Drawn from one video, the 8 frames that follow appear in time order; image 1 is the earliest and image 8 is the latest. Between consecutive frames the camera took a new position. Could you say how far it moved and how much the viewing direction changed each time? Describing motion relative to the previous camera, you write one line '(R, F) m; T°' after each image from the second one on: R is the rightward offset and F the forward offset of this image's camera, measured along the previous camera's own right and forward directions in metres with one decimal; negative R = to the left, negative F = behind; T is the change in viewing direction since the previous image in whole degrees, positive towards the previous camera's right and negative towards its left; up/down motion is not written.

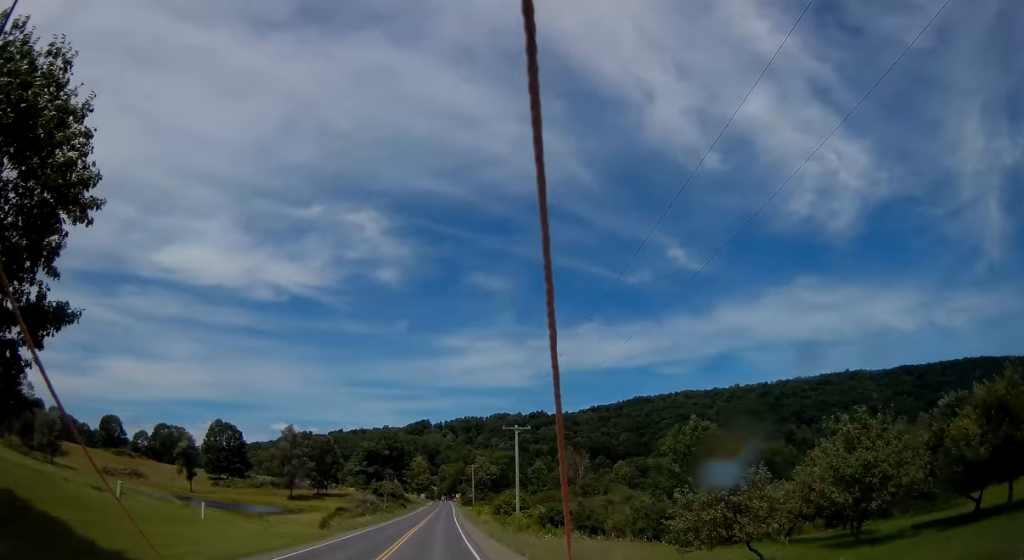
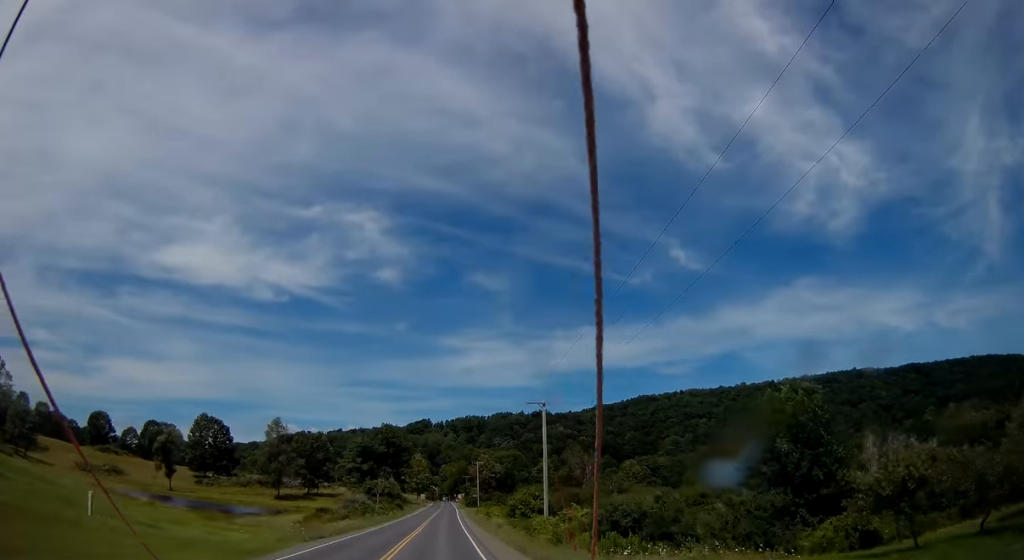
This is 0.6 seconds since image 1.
(-0.1, +13.4) m; 0°
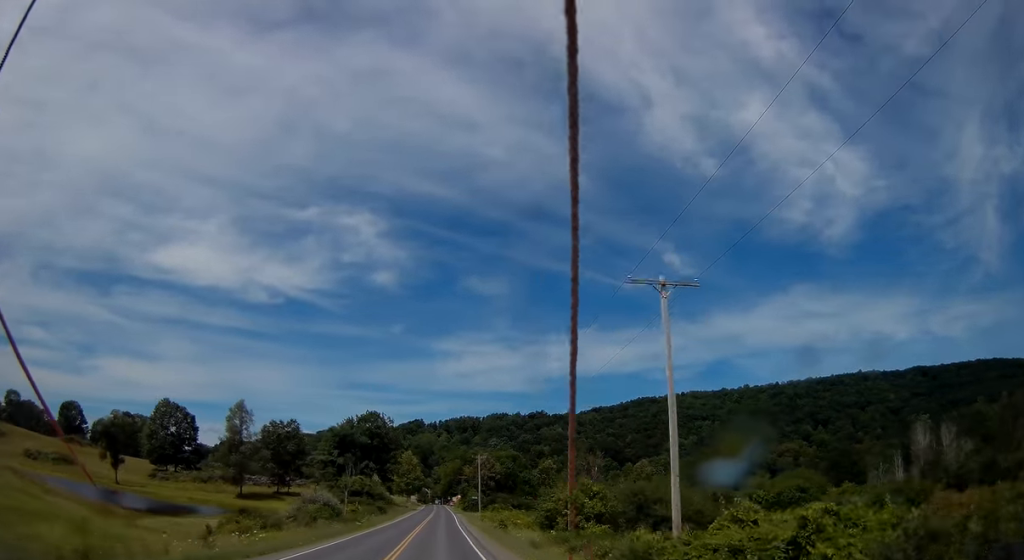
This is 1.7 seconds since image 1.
(0.0, +23.3) m; 0°
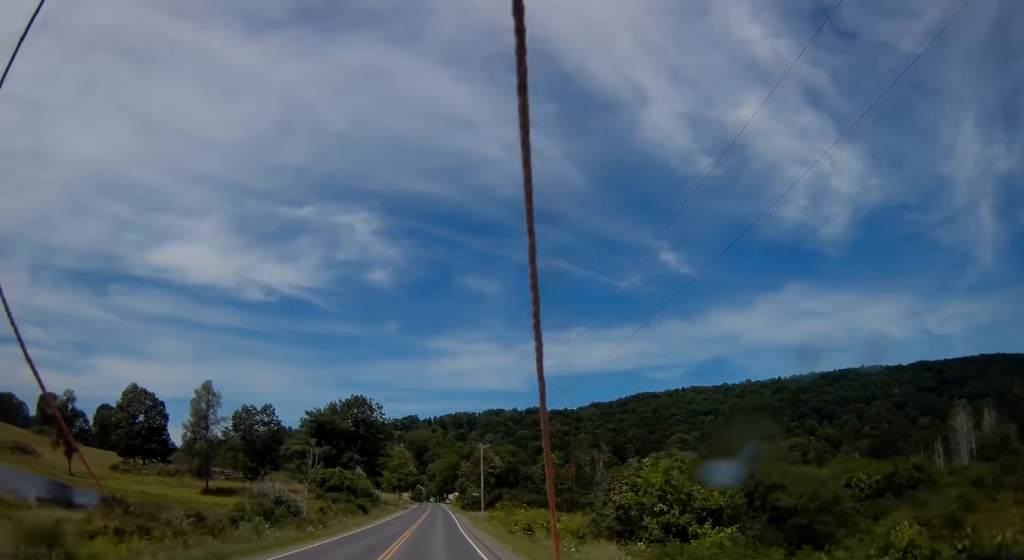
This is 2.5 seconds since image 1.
(0.0, +16.1) m; 0°
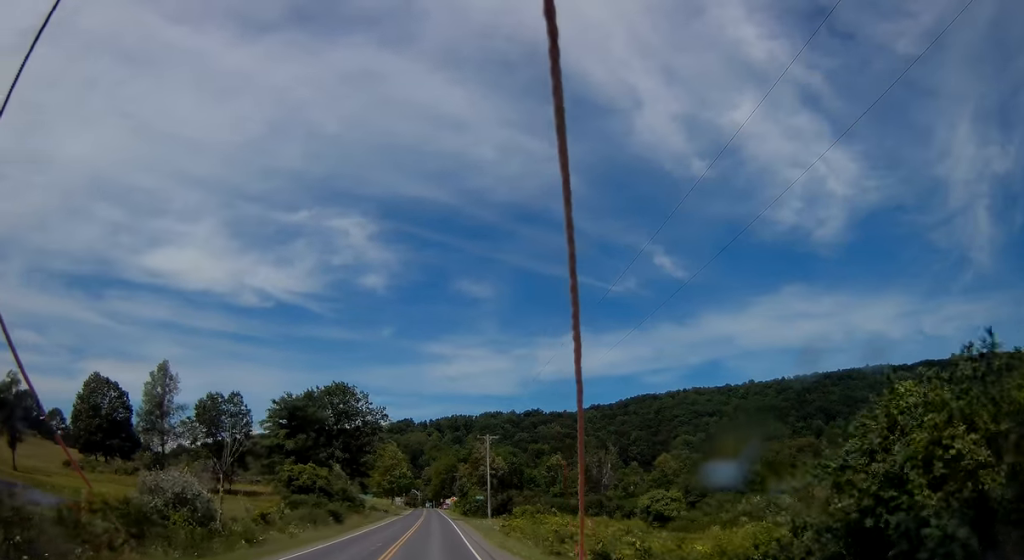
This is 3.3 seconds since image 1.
(0.0, +16.6) m; 0°
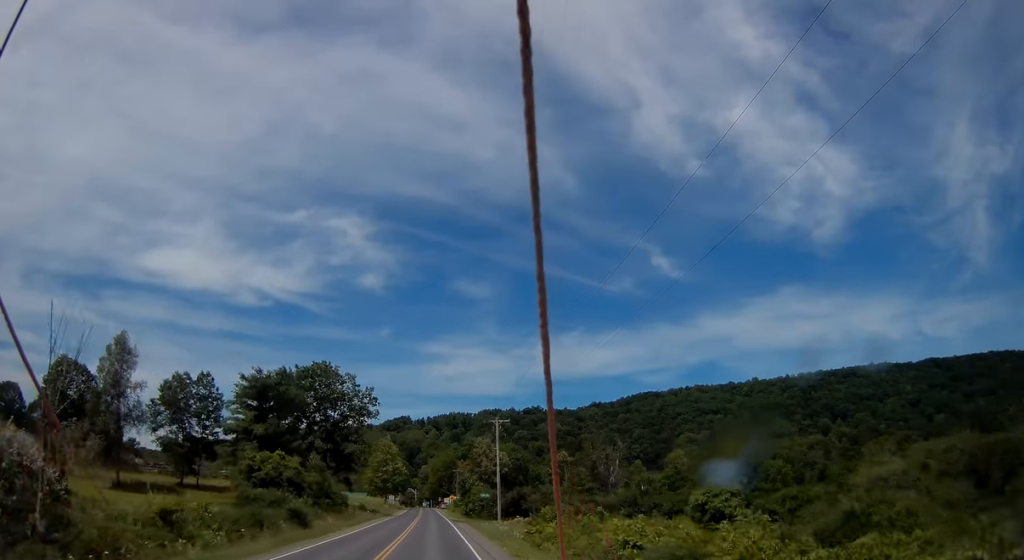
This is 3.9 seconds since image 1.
(0.0, +13.0) m; 0°
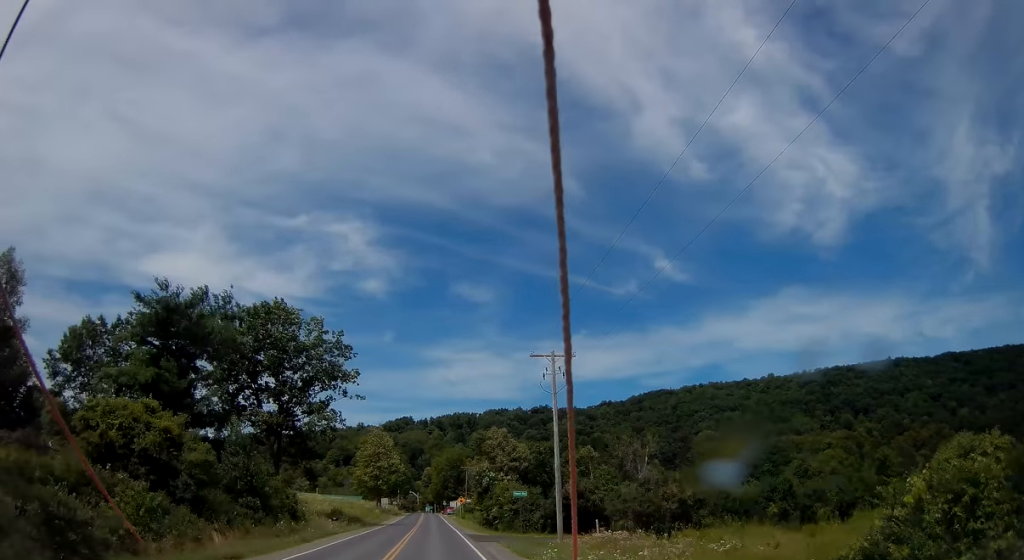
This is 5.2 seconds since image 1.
(+0.1, +26.3) m; 0°
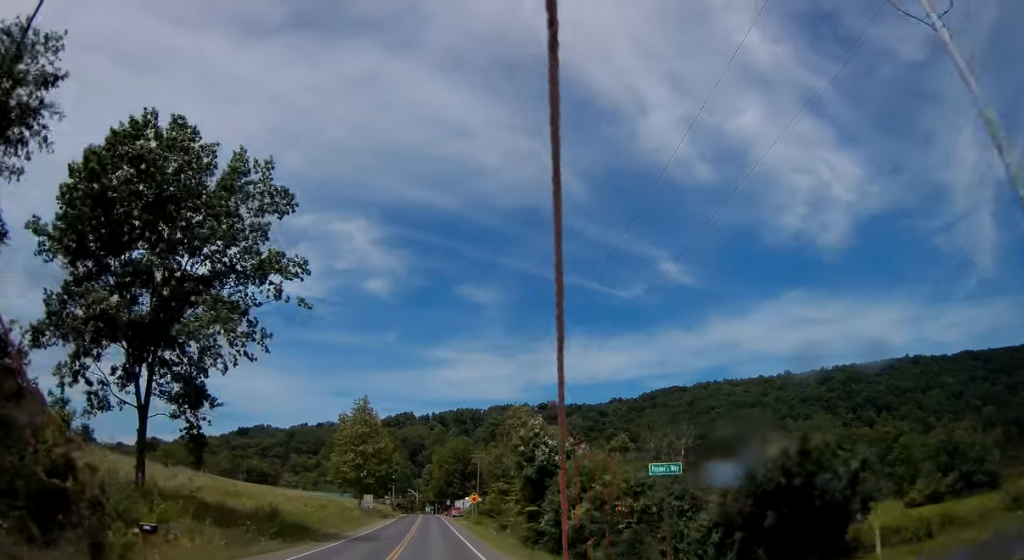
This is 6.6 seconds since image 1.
(+0.1, +27.7) m; 0°
